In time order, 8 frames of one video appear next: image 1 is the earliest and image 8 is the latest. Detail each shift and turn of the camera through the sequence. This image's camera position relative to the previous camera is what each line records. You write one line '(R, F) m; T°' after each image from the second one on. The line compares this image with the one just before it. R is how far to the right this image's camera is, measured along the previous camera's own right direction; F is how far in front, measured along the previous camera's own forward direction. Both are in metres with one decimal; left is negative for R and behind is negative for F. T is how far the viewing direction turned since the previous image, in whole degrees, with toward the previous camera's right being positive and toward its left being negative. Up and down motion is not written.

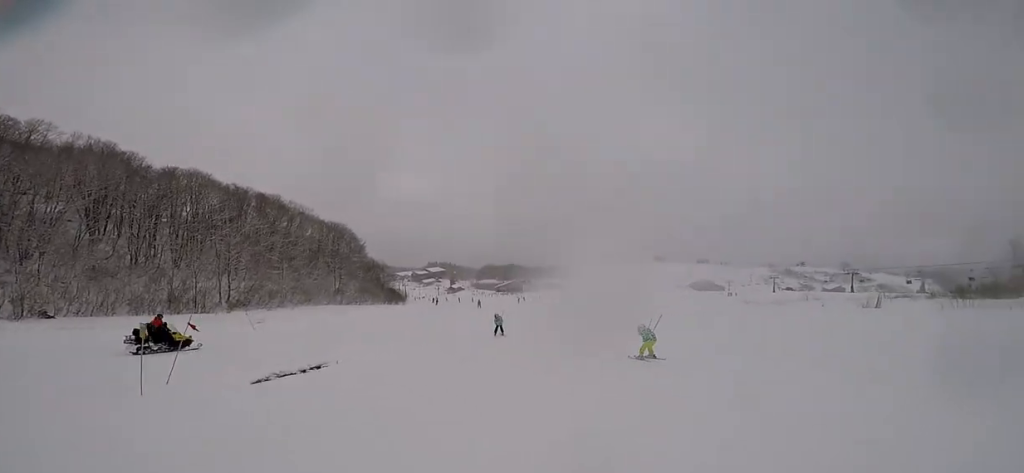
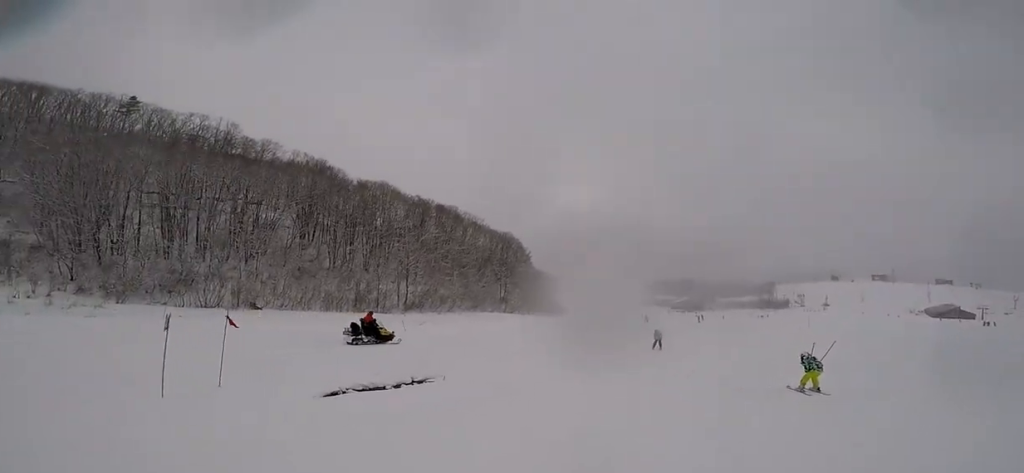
(-0.7, +4.3) m; -9°
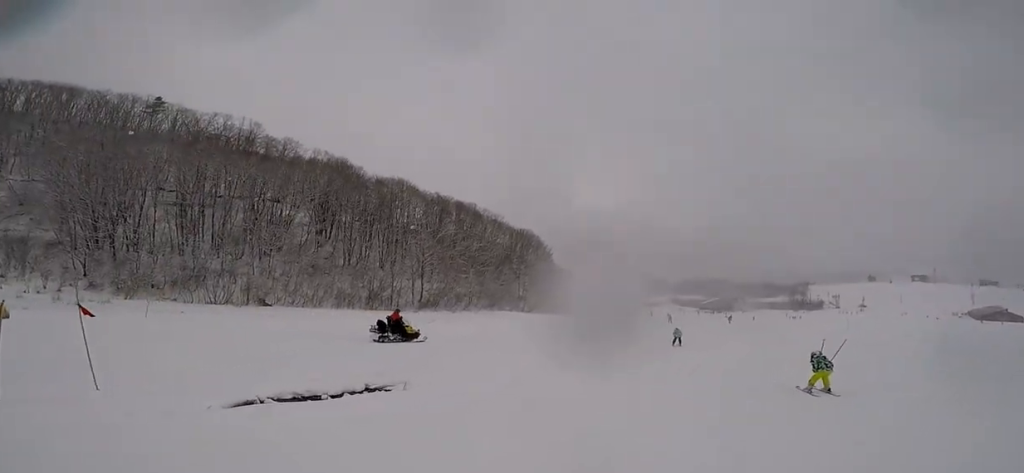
(0.0, +2.8) m; -1°
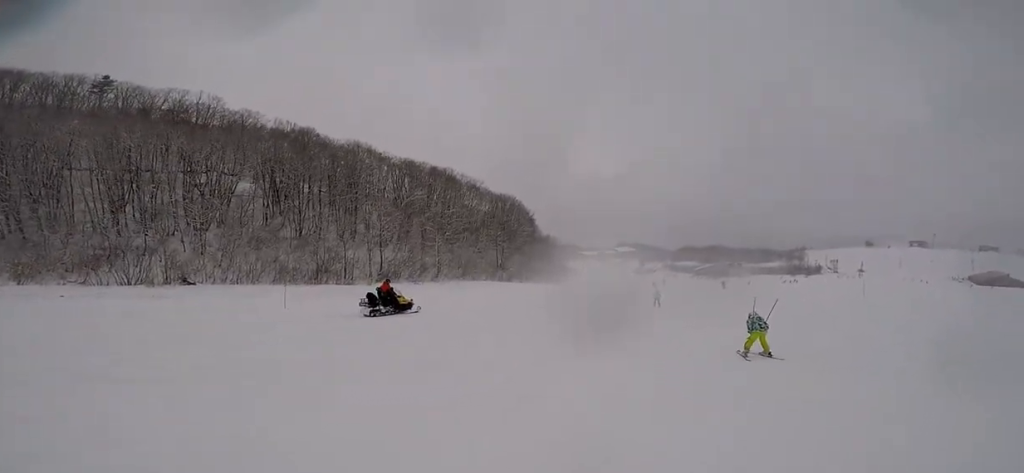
(0.0, +8.5) m; 0°
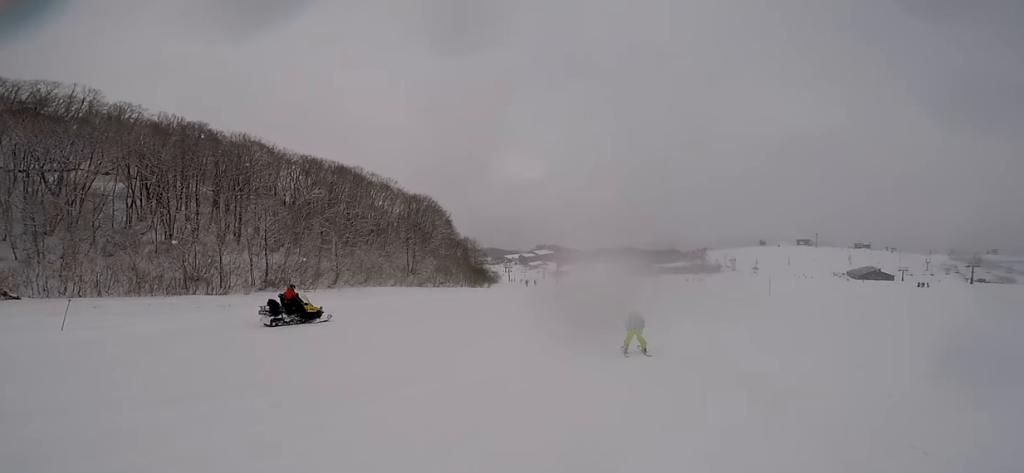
(0.0, +4.9) m; 0°
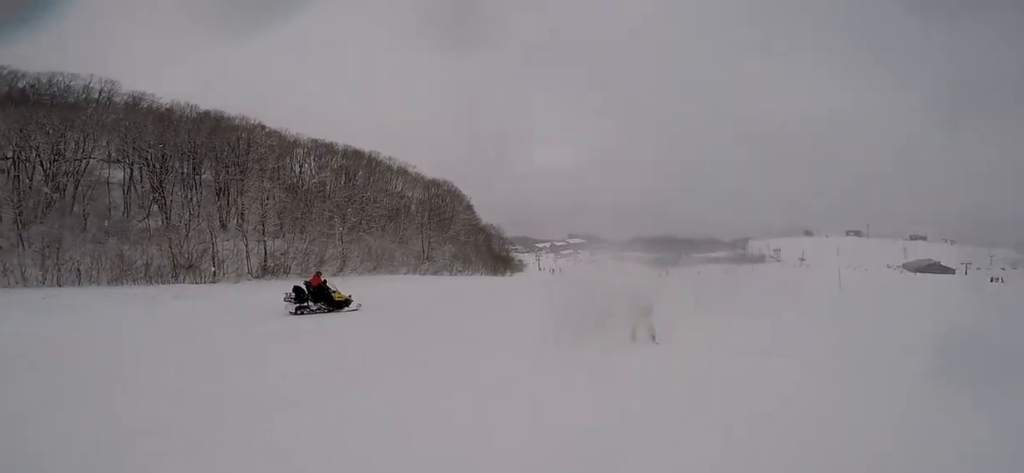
(0.0, +6.3) m; 0°
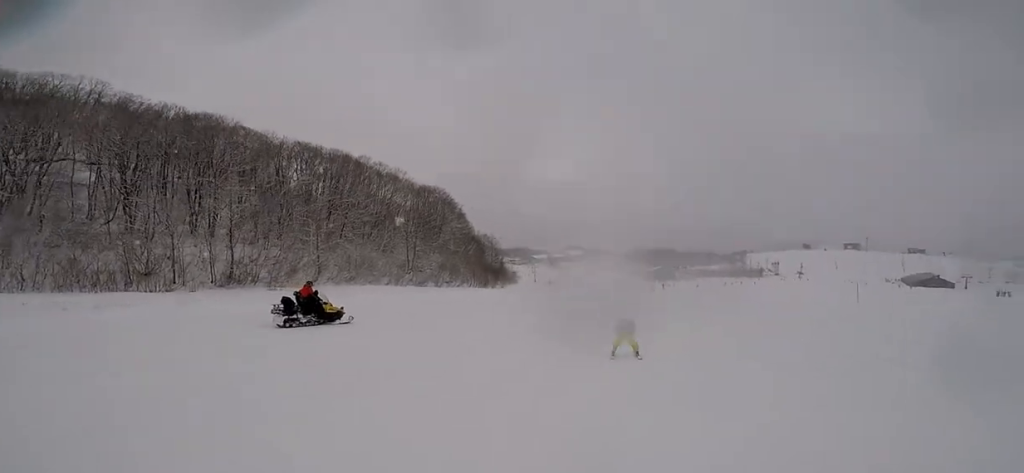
(0.0, +4.2) m; -6°
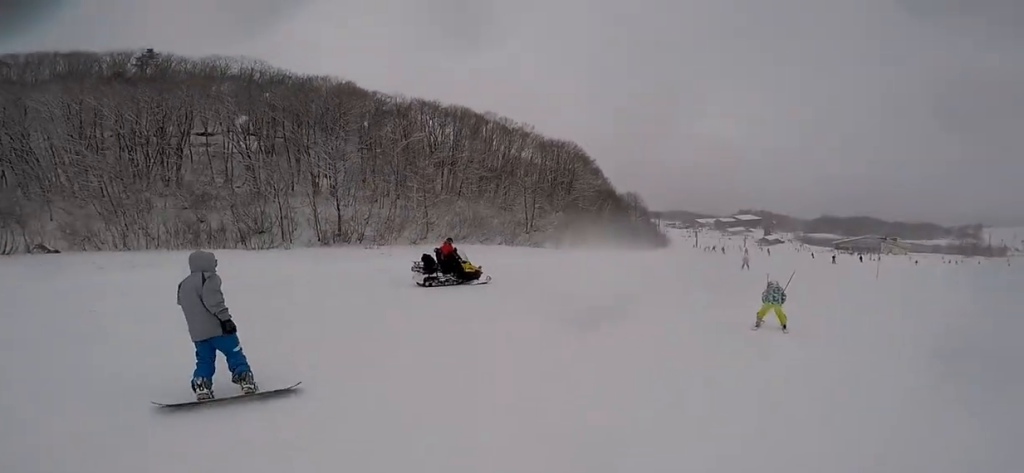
(-1.2, +8.9) m; -5°
